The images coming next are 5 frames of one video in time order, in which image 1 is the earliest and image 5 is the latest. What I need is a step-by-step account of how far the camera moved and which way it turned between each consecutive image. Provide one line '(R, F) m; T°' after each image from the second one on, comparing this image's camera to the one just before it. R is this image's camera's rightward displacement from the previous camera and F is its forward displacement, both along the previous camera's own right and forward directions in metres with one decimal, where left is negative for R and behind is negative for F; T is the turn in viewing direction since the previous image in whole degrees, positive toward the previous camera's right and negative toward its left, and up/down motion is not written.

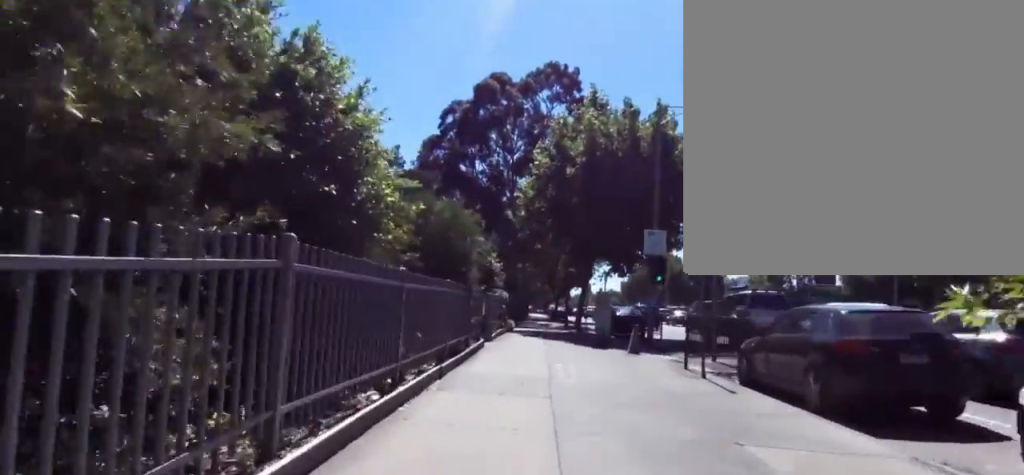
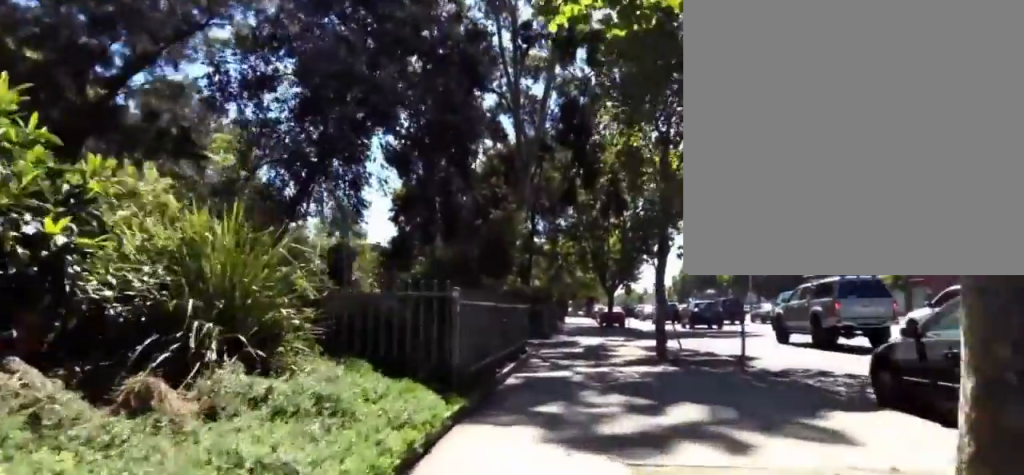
(-0.4, +25.7) m; -3°
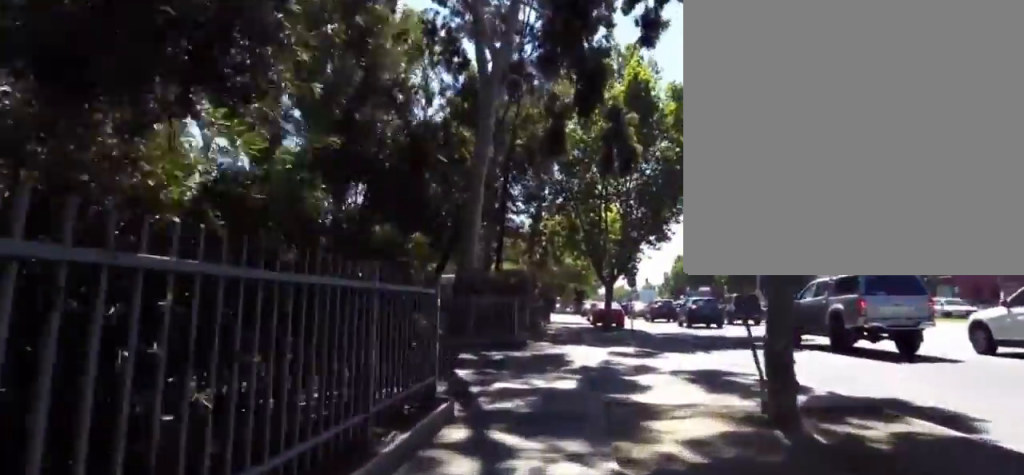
(-0.9, +8.4) m; -8°
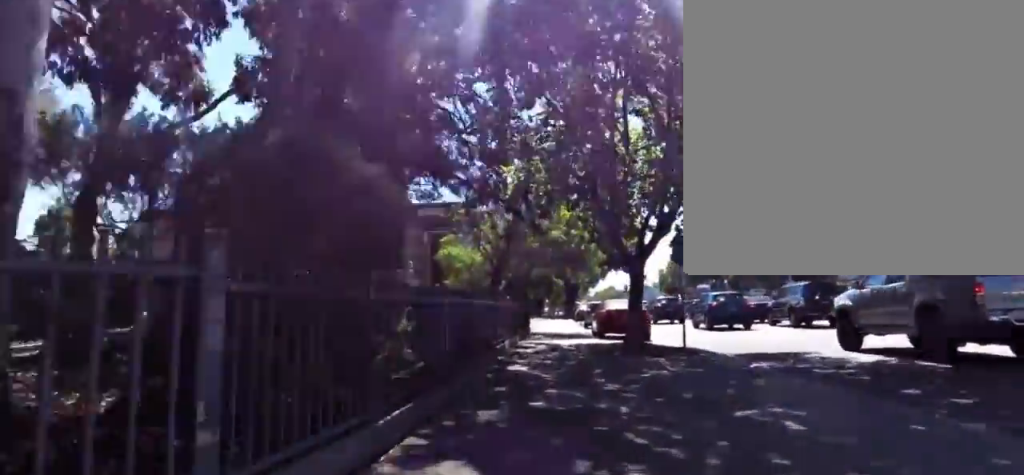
(+0.4, +13.4) m; +6°
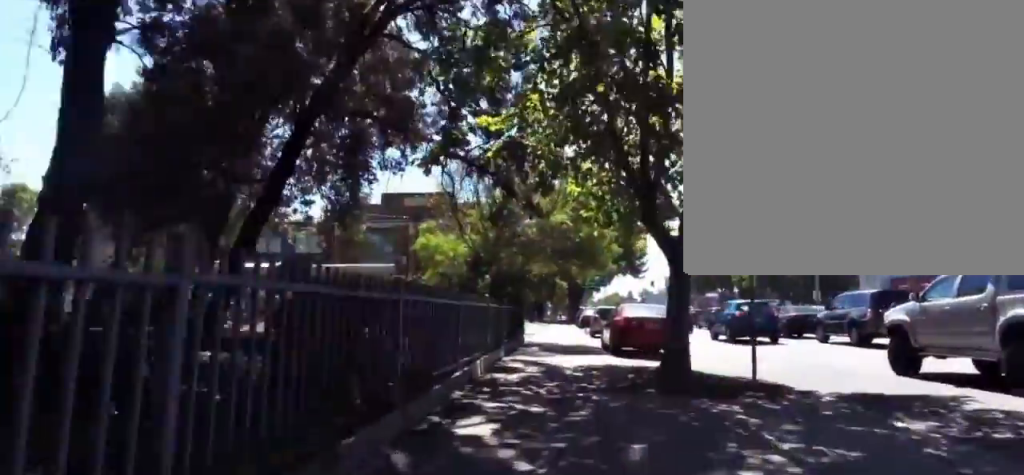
(+0.9, +4.6) m; -8°
